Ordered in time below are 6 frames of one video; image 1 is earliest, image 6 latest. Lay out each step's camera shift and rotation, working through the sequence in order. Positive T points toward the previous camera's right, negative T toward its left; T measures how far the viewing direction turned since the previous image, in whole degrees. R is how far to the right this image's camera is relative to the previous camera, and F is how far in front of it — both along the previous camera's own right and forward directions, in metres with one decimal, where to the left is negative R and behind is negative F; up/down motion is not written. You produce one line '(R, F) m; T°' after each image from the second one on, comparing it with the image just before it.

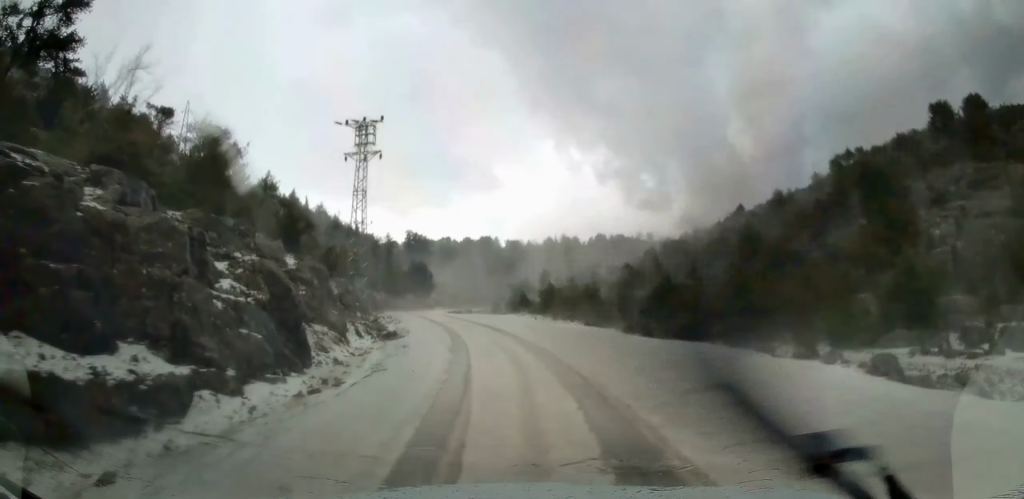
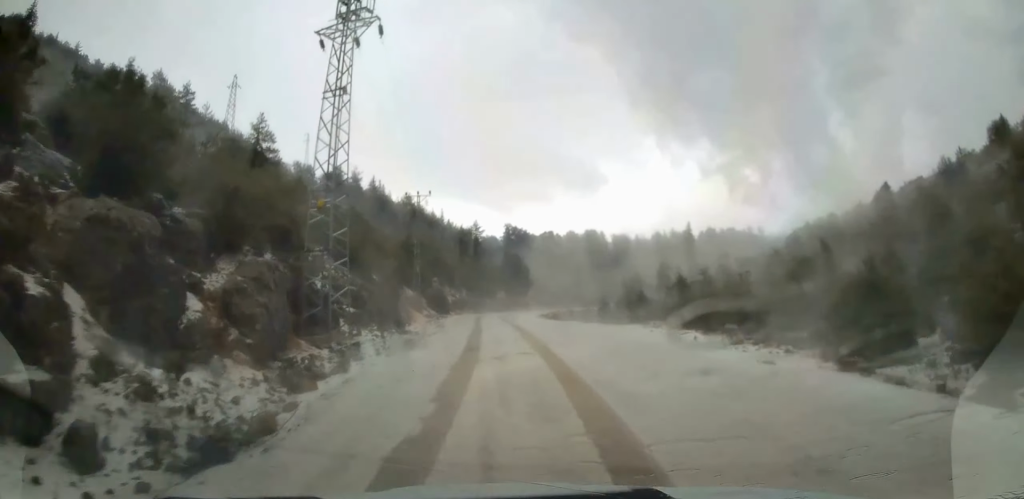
(-2.1, +19.7) m; -11°
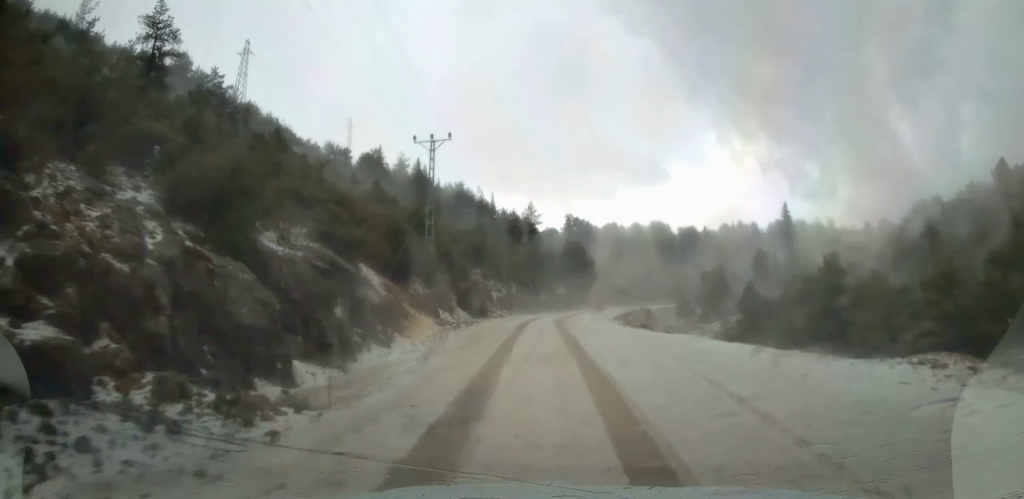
(-1.1, +17.2) m; -5°
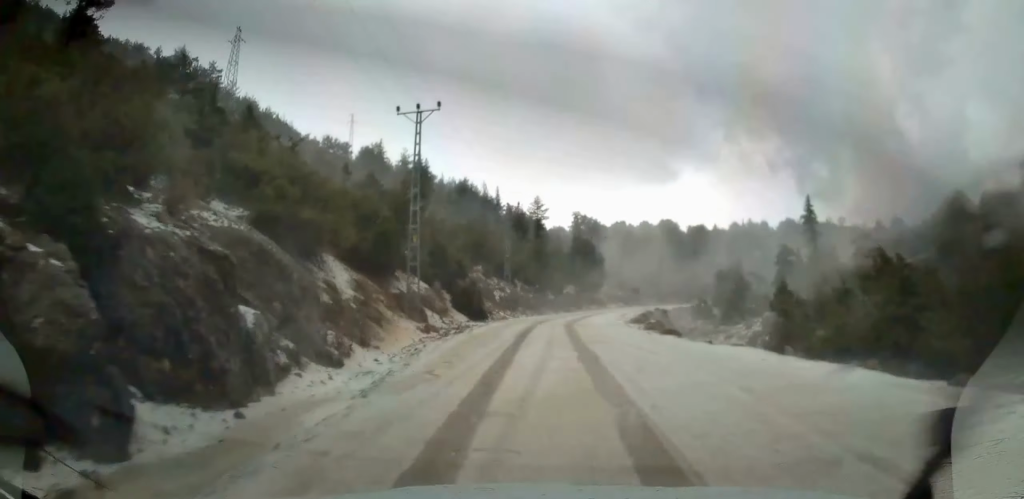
(-0.1, +5.4) m; 0°
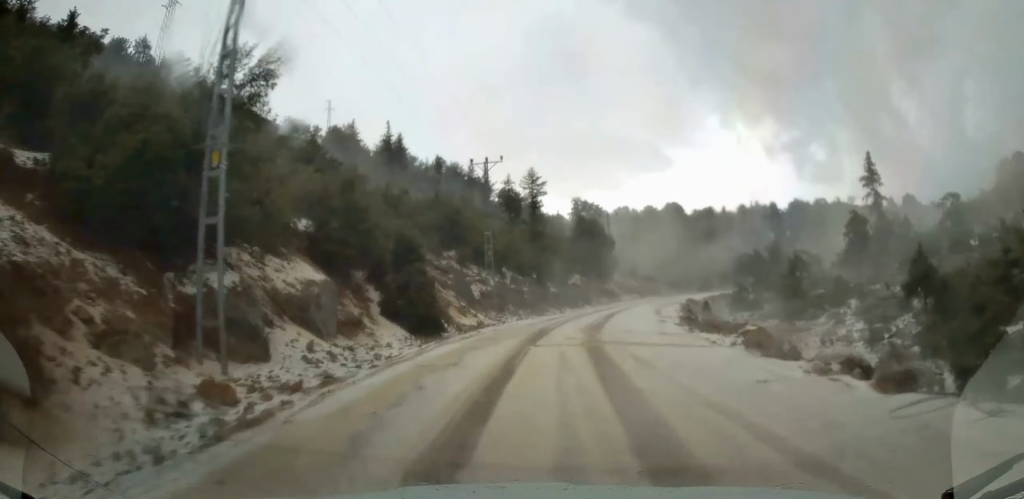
(+0.2, +16.5) m; +1°
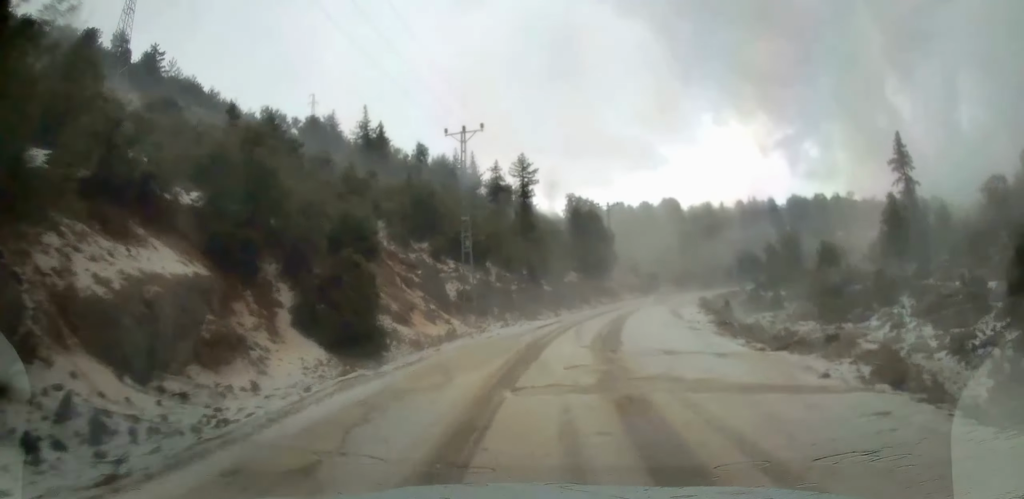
(0.0, +7.3) m; 0°
